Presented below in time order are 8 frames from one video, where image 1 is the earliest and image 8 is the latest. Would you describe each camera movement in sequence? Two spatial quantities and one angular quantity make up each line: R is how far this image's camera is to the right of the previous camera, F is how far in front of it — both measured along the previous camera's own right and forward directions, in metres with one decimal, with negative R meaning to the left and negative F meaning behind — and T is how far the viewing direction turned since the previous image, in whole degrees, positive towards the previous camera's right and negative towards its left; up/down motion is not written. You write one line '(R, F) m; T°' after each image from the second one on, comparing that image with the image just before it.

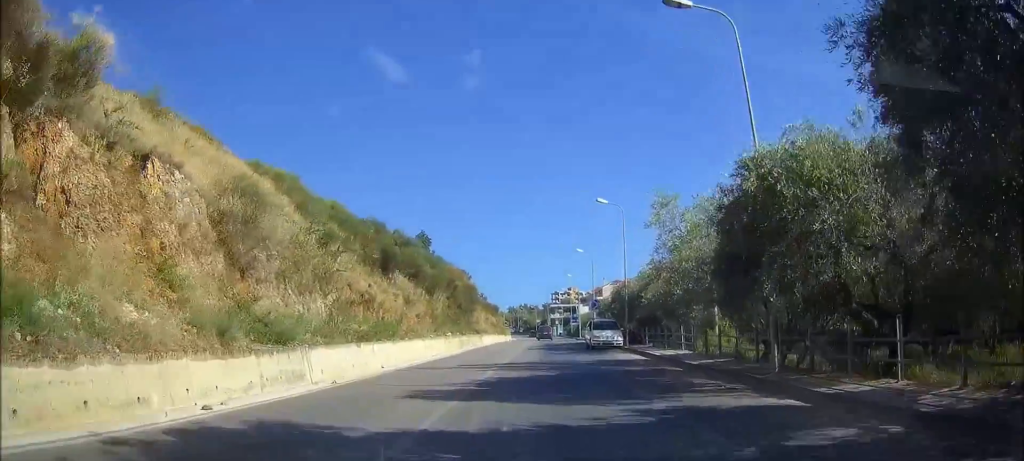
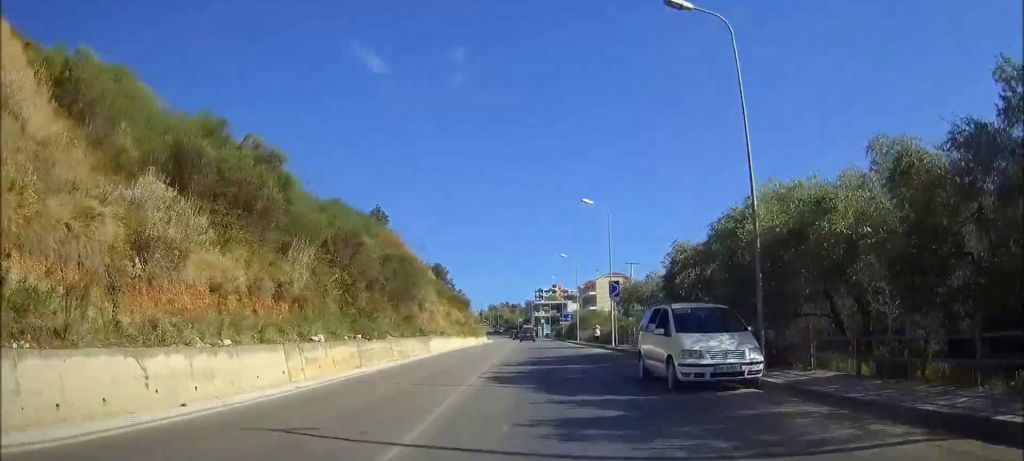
(+0.6, +25.3) m; +2°
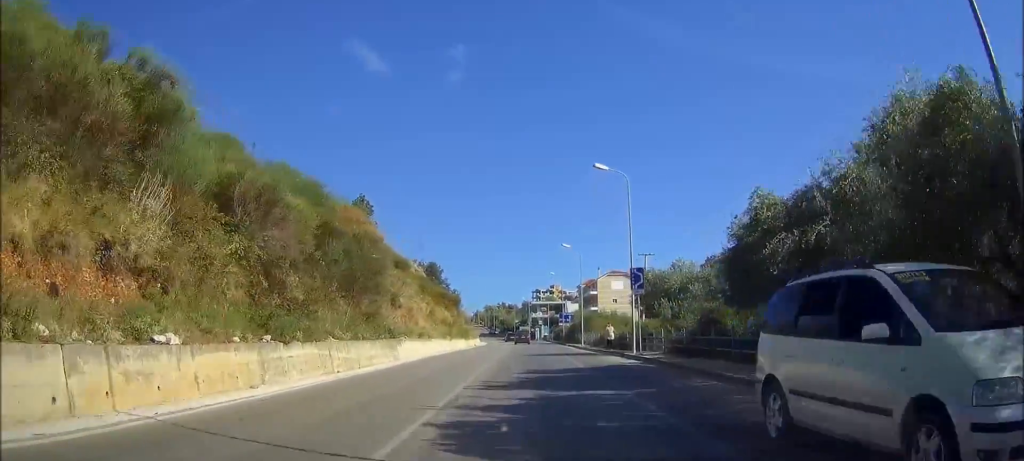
(0.0, +9.0) m; 0°
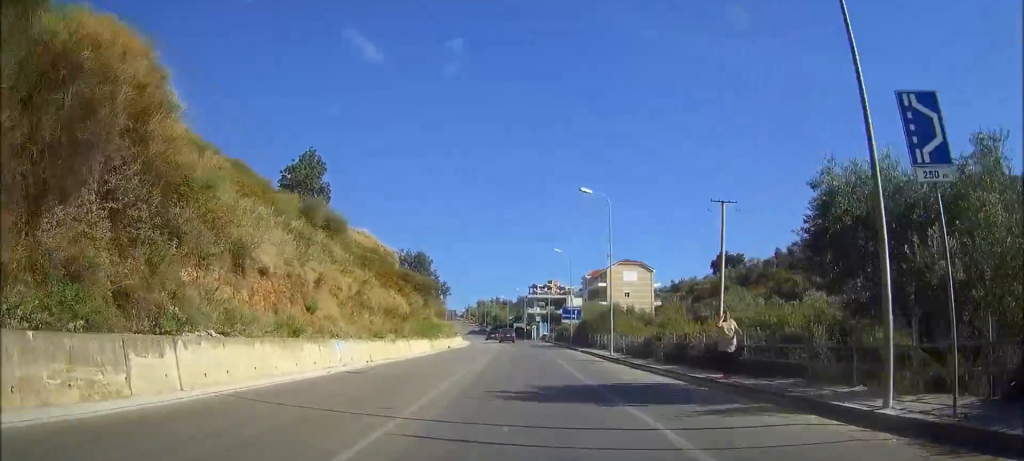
(+0.1, +22.1) m; 0°
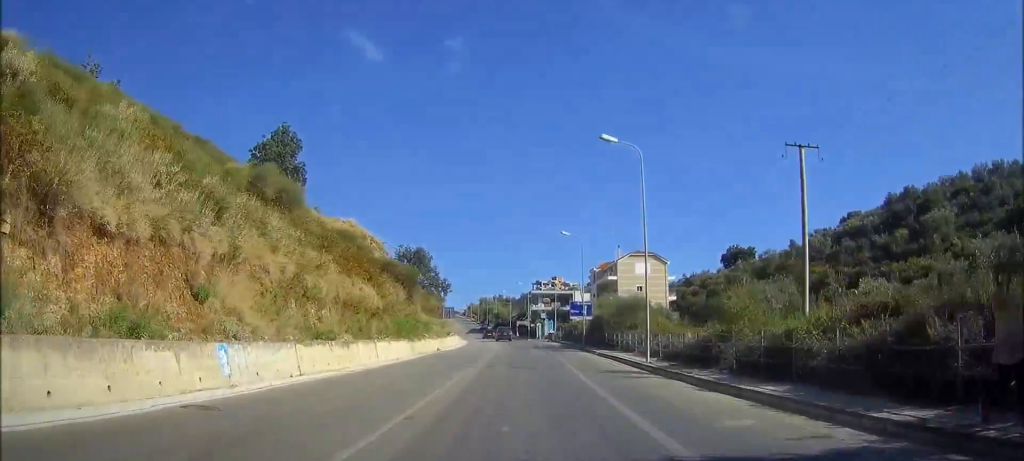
(0.0, +9.3) m; 0°
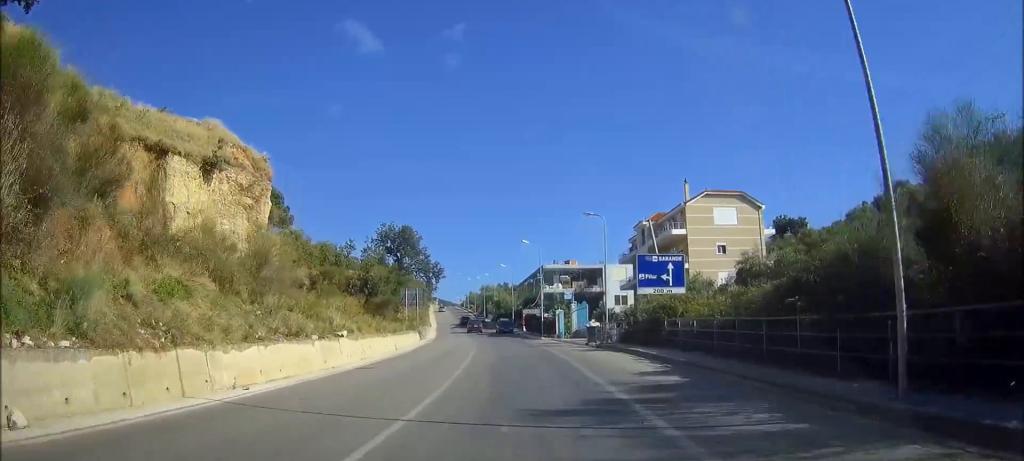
(-0.2, +42.8) m; -1°
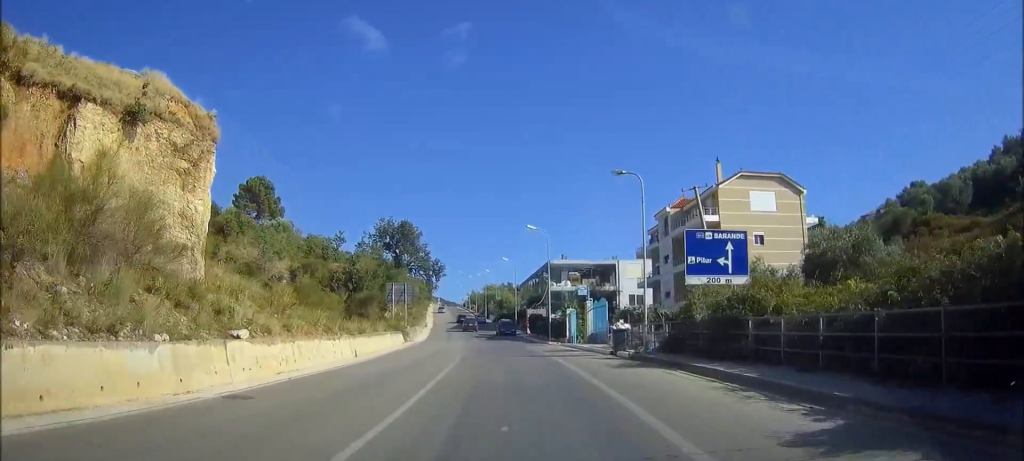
(-0.1, +9.8) m; -1°
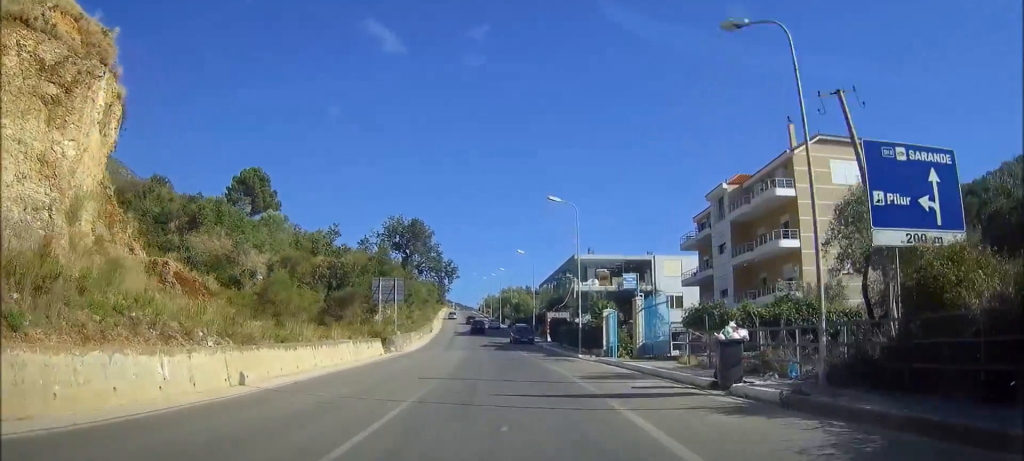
(-0.2, +13.2) m; -1°
